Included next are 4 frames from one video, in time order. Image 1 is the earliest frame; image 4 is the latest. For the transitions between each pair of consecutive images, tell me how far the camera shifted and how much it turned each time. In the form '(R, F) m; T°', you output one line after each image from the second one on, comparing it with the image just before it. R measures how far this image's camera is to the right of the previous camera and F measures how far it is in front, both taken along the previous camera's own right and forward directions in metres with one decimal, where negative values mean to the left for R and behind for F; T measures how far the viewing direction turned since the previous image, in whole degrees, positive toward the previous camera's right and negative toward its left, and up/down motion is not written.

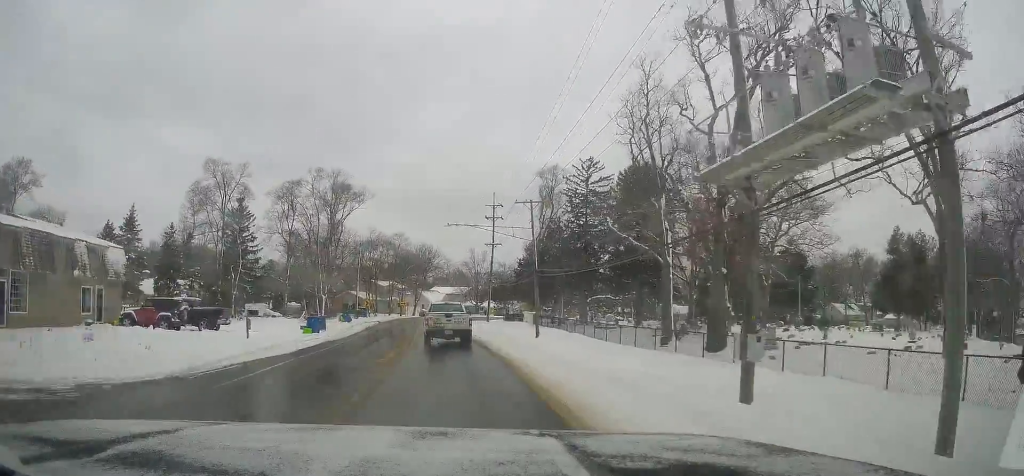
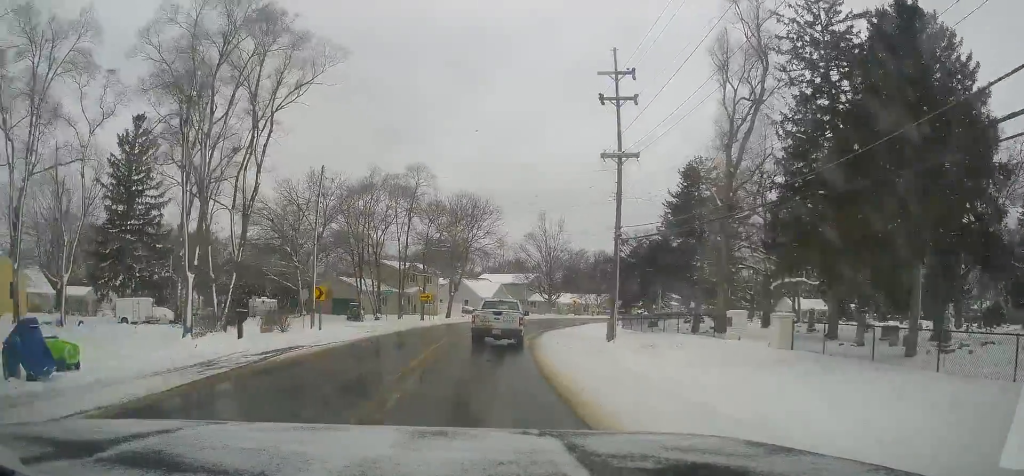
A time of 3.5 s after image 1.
(-3.7, +48.4) m; -6°
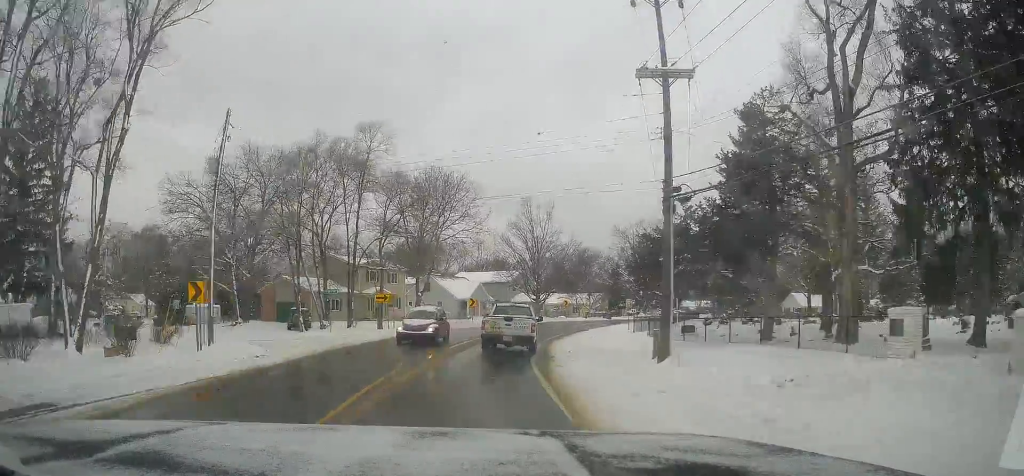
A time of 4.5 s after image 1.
(+0.2, +13.6) m; +2°
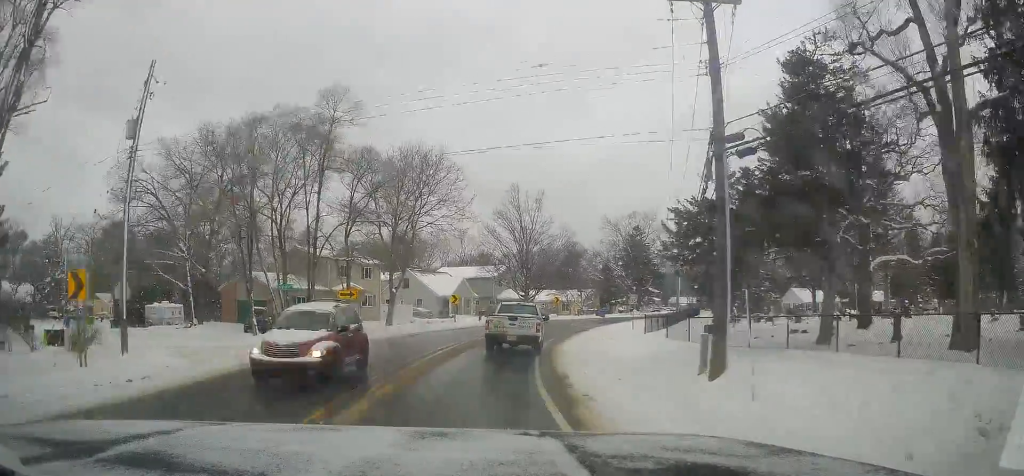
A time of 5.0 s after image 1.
(+0.2, +6.5) m; +1°
